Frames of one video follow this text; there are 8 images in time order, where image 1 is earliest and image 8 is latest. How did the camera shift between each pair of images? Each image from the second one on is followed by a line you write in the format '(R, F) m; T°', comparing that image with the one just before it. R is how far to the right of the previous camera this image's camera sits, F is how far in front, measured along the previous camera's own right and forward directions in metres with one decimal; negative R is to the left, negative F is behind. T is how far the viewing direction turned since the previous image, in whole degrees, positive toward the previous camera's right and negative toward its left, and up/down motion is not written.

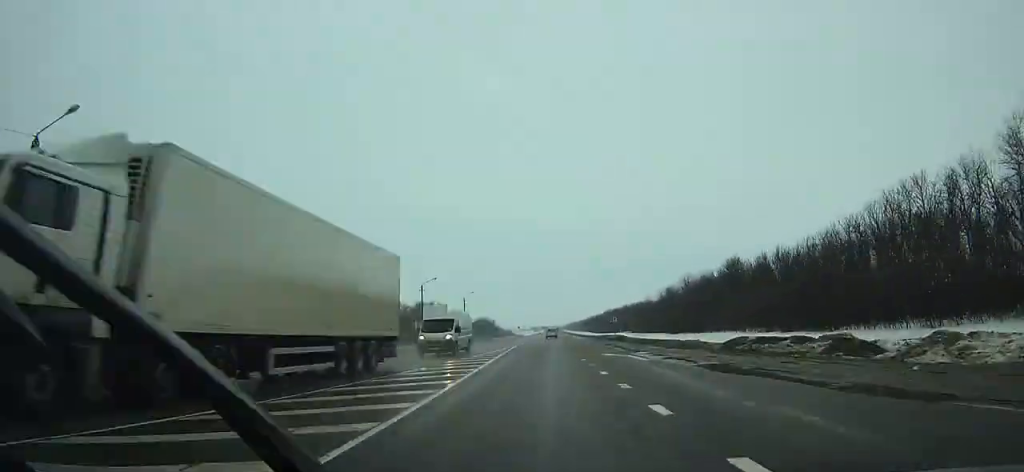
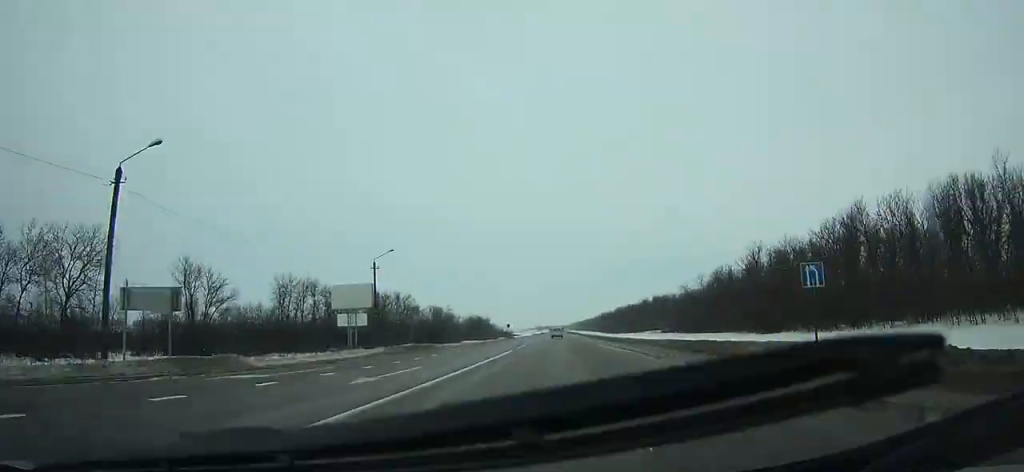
(-0.3, +54.1) m; 0°
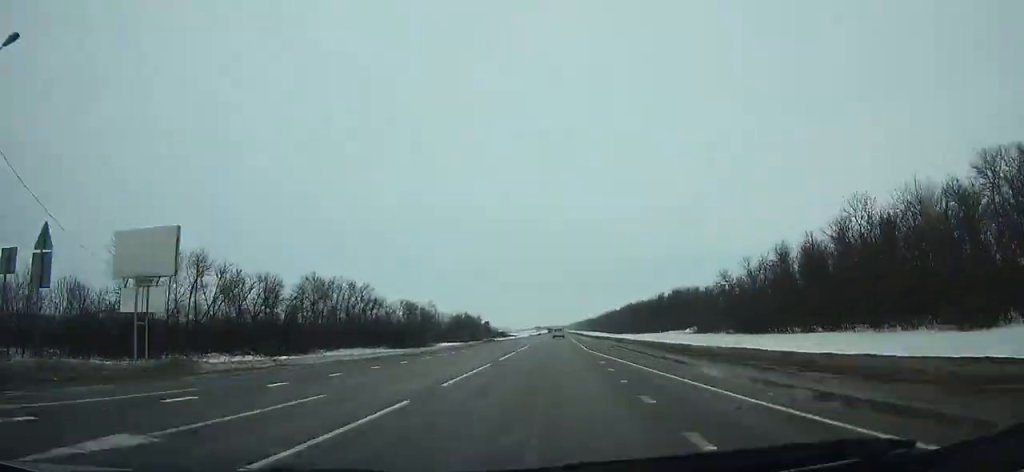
(0.0, +40.9) m; 0°
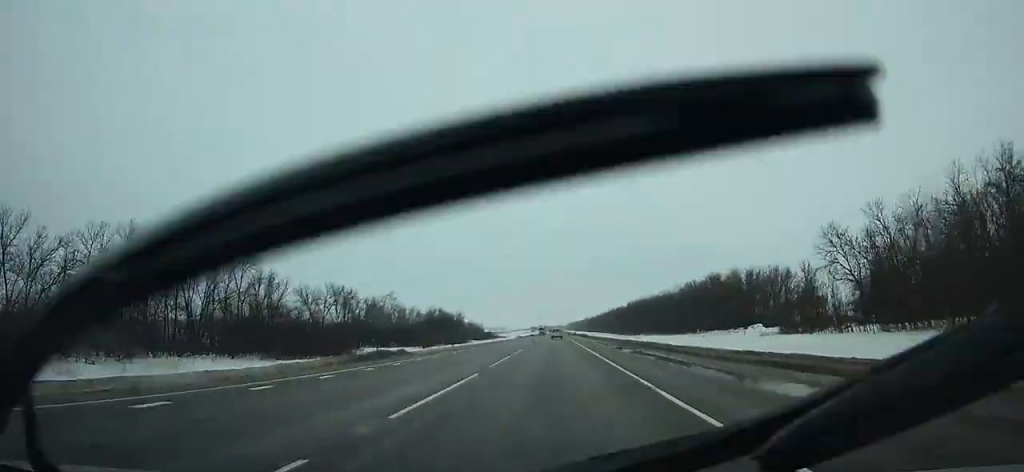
(+0.1, +53.4) m; 0°
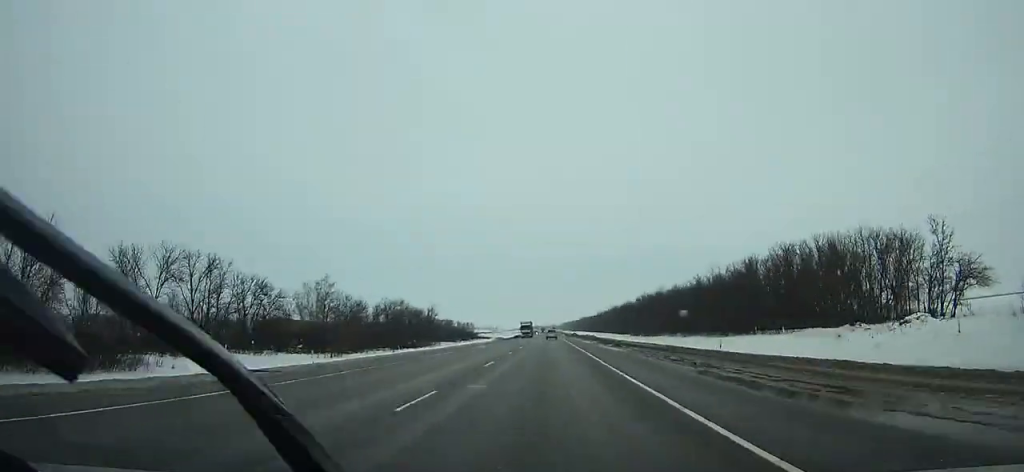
(0.0, +50.9) m; 0°
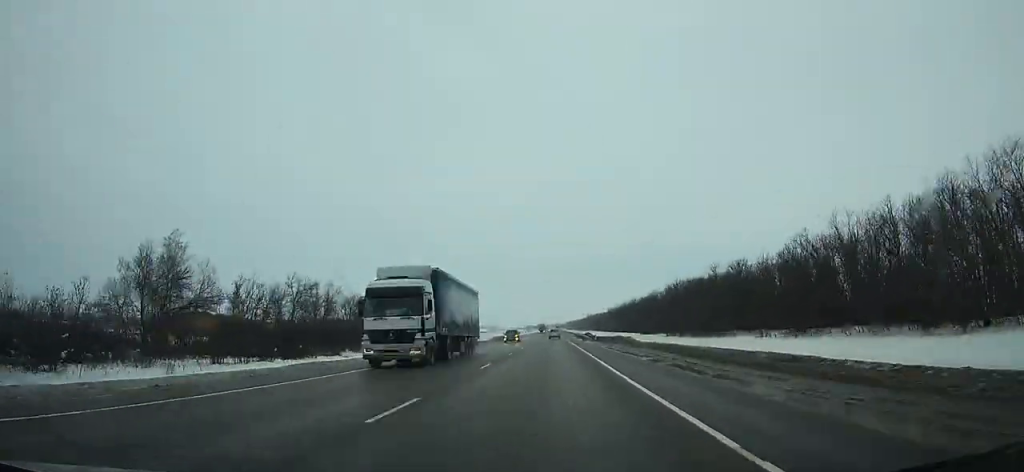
(0.0, +61.2) m; 0°
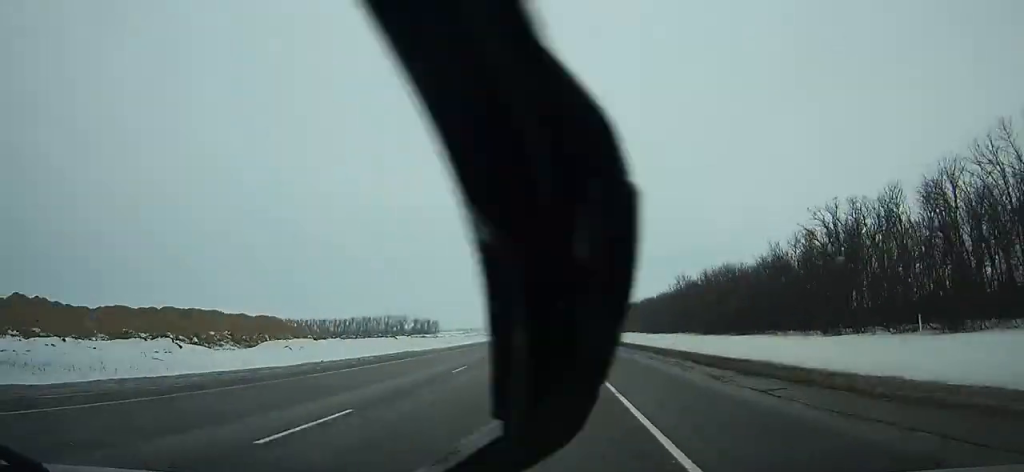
(+0.6, +217.0) m; 0°
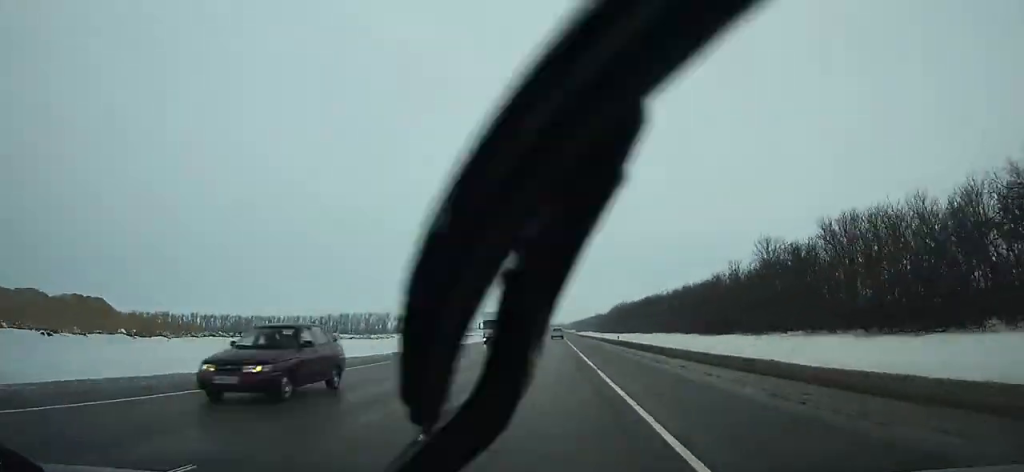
(-0.1, +65.3) m; 0°
